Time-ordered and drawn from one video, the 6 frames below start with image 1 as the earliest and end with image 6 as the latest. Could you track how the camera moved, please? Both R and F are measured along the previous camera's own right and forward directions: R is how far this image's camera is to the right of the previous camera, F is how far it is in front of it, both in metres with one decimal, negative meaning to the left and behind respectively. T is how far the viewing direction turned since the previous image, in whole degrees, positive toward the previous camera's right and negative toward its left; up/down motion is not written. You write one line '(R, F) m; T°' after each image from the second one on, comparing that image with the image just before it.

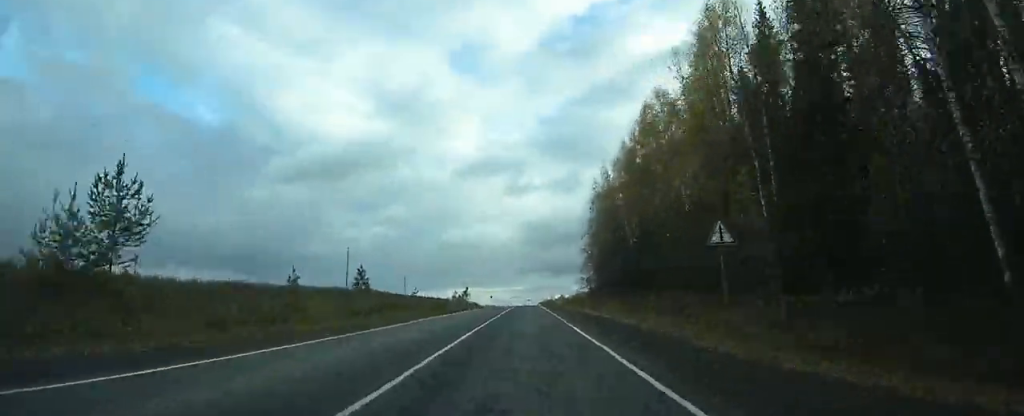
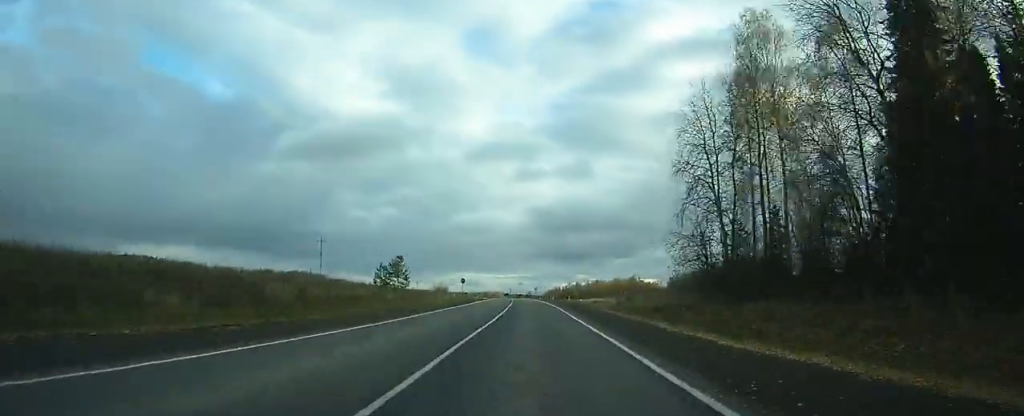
(-0.1, +78.6) m; 0°
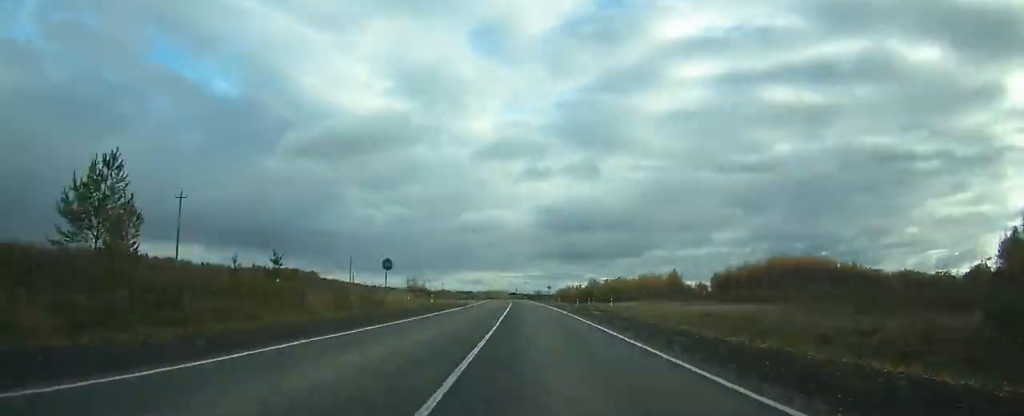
(-0.2, +47.9) m; -1°
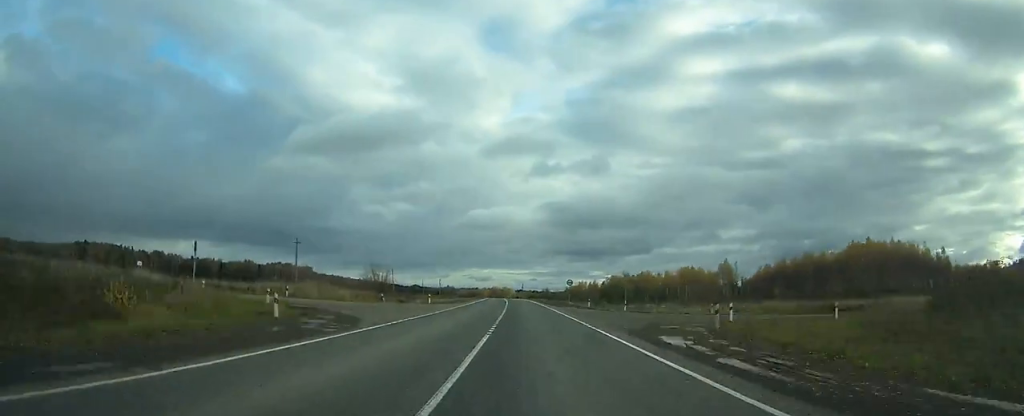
(-0.1, +36.3) m; -1°
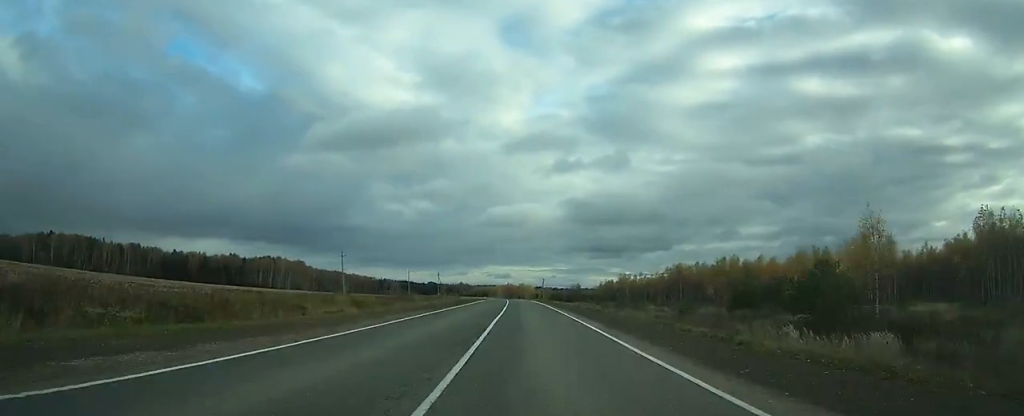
(-0.9, +70.9) m; -1°
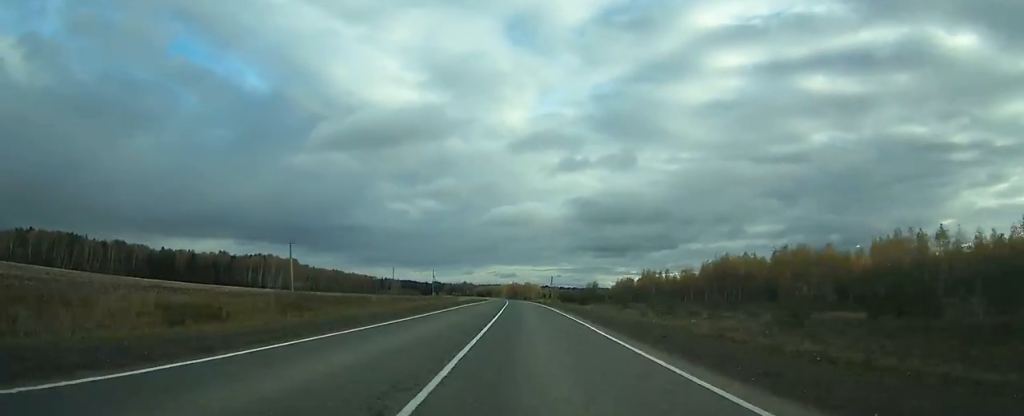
(0.0, +30.9) m; -1°
